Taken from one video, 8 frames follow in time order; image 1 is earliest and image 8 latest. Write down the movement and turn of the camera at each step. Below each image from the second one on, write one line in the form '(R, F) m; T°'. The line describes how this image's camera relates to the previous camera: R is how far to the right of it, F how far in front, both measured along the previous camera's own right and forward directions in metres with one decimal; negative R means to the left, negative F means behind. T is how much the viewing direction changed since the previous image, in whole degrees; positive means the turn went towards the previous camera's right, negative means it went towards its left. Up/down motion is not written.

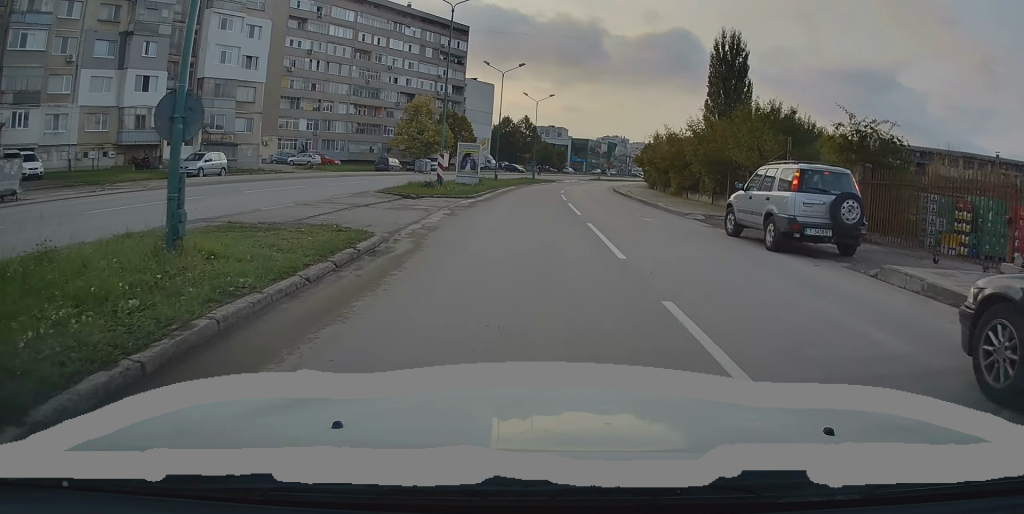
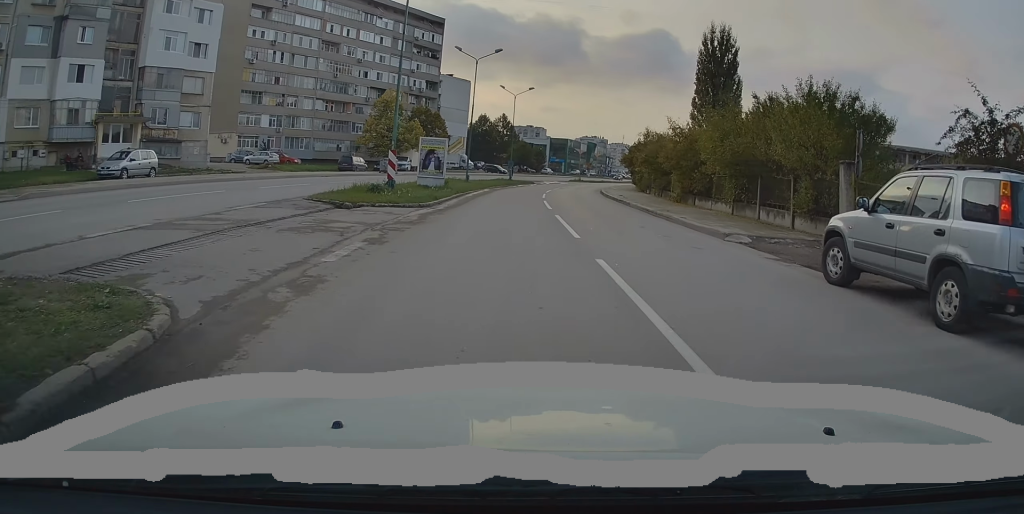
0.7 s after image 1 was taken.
(0.0, +6.1) m; +1°
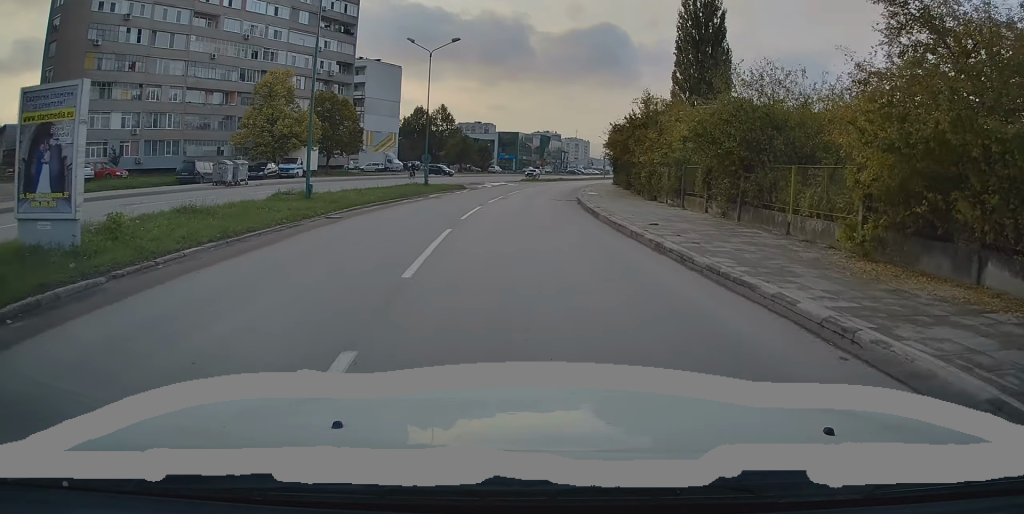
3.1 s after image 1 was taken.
(+2.0, +22.8) m; +6°
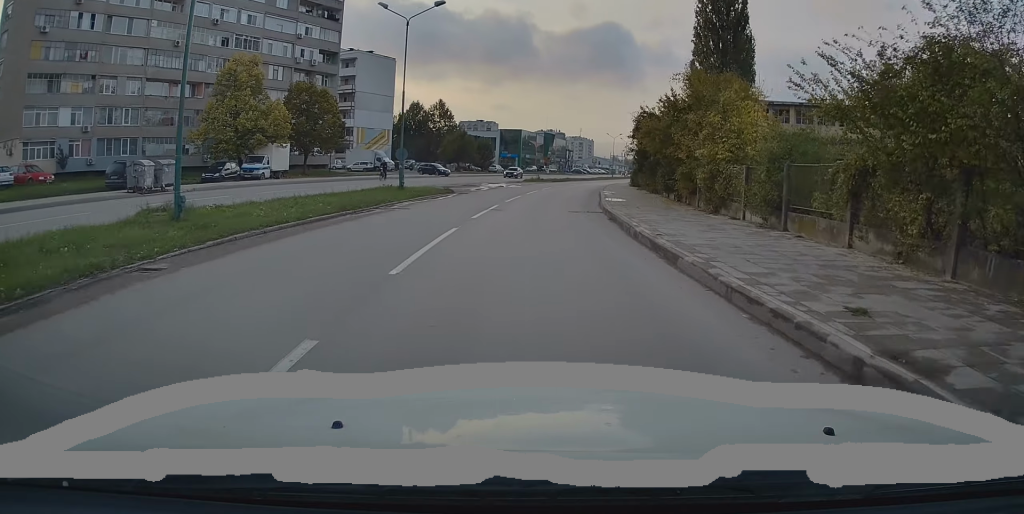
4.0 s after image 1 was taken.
(-0.2, +8.8) m; 0°
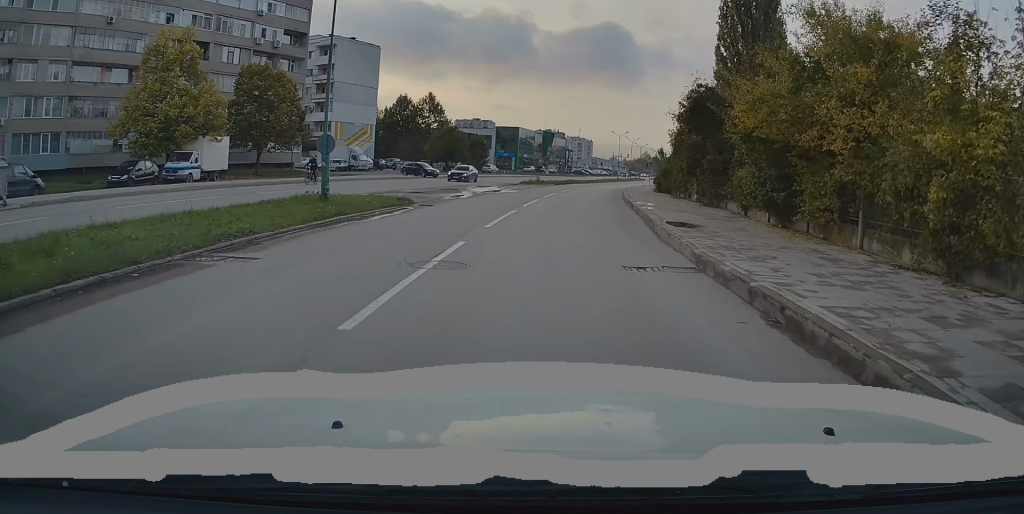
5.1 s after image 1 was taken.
(+0.3, +11.7) m; +2°
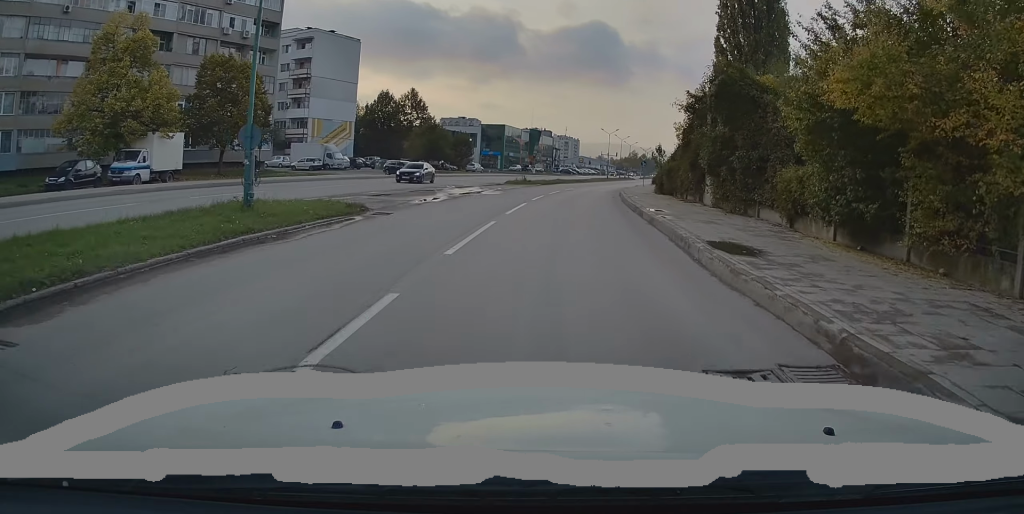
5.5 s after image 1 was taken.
(+0.1, +4.7) m; +1°
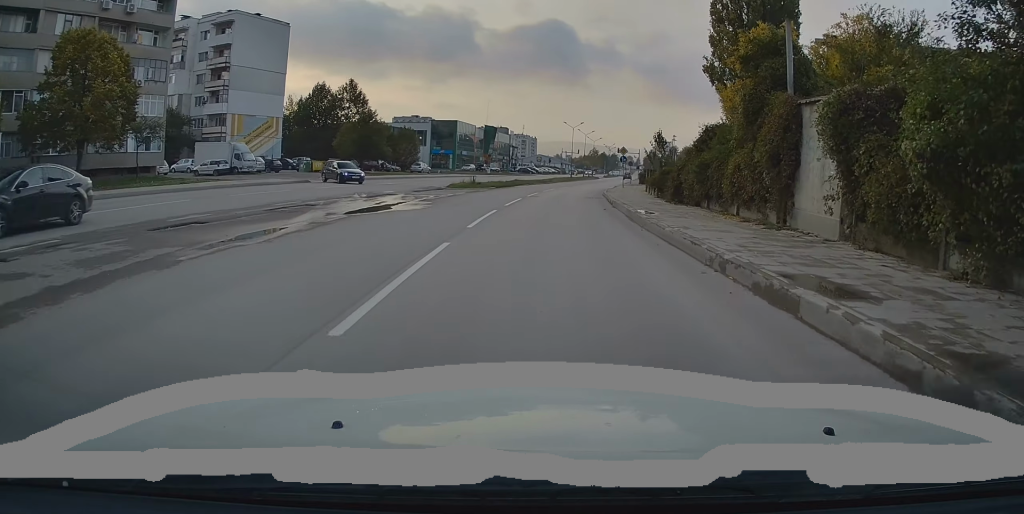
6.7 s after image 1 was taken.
(+0.2, +13.8) m; +3°
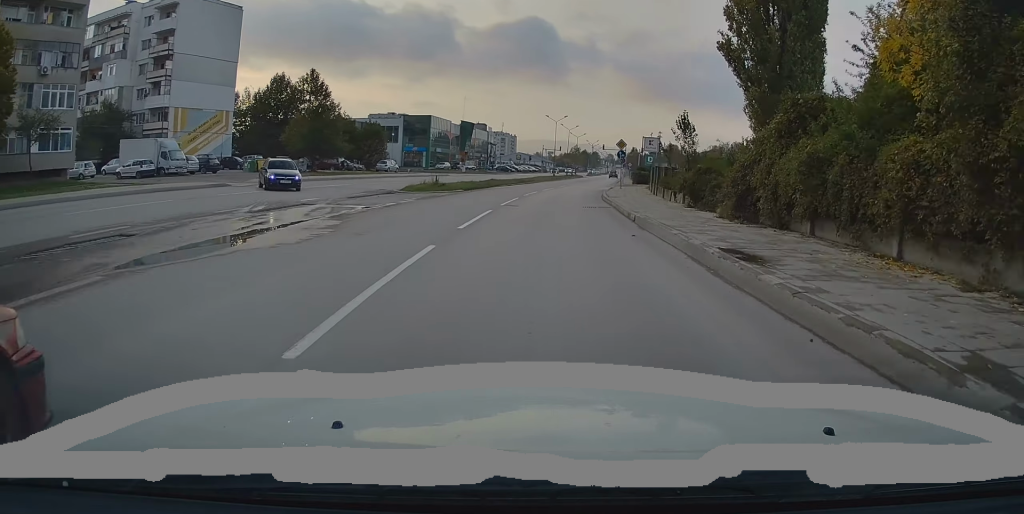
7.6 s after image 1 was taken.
(+0.3, +9.8) m; +2°
